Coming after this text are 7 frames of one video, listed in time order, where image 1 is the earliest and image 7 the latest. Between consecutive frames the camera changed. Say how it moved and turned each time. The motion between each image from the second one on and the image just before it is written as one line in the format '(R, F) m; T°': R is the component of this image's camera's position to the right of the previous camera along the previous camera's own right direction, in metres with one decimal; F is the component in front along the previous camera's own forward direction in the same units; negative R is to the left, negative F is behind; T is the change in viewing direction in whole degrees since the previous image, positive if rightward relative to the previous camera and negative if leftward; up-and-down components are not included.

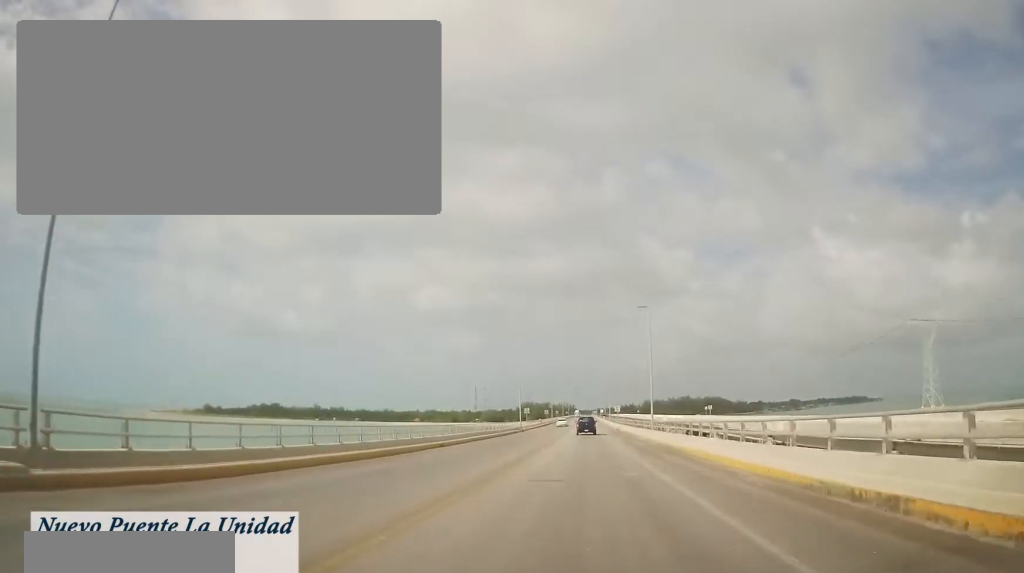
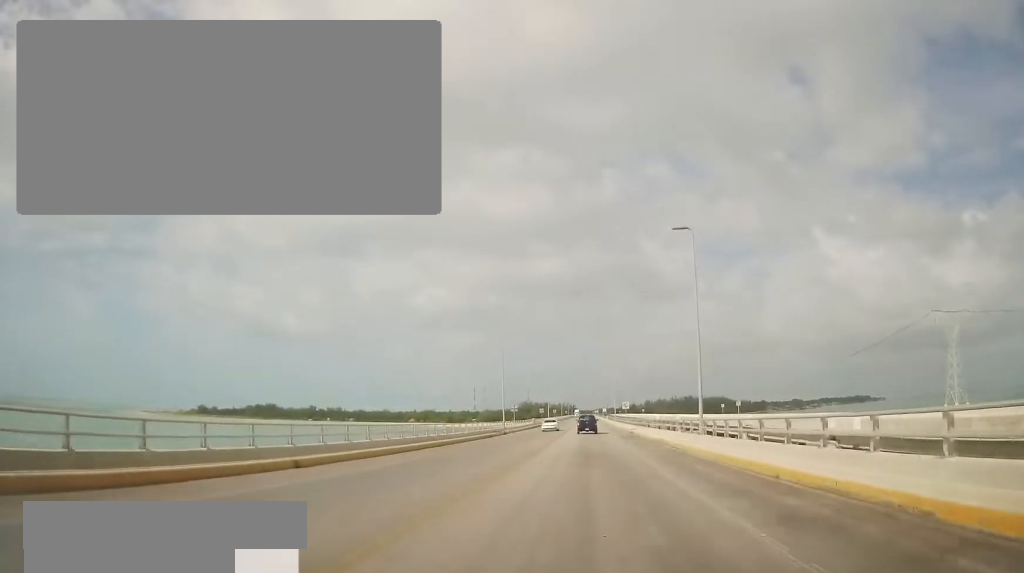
(+0.9, +18.9) m; +2°
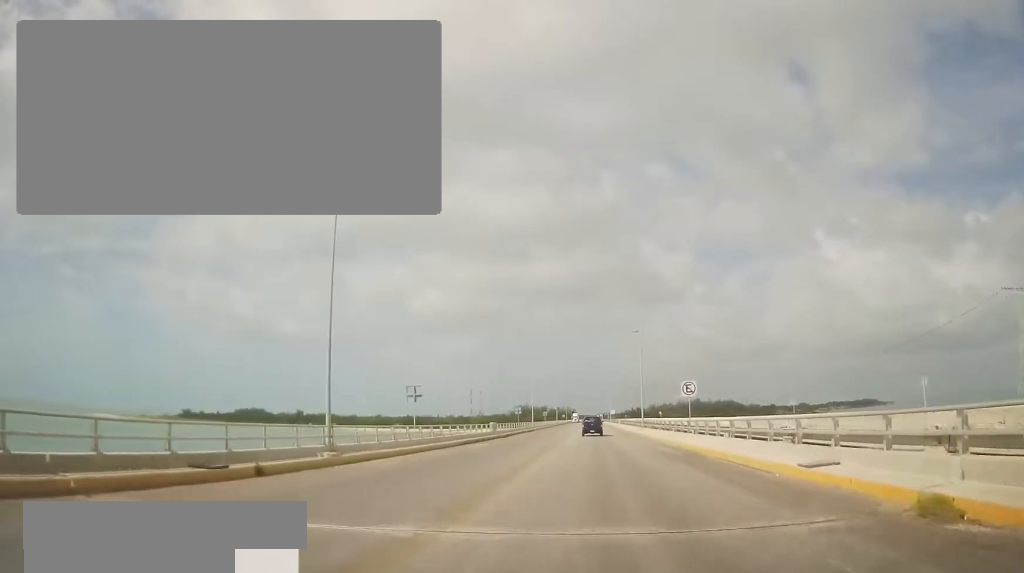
(-0.6, +48.2) m; -1°
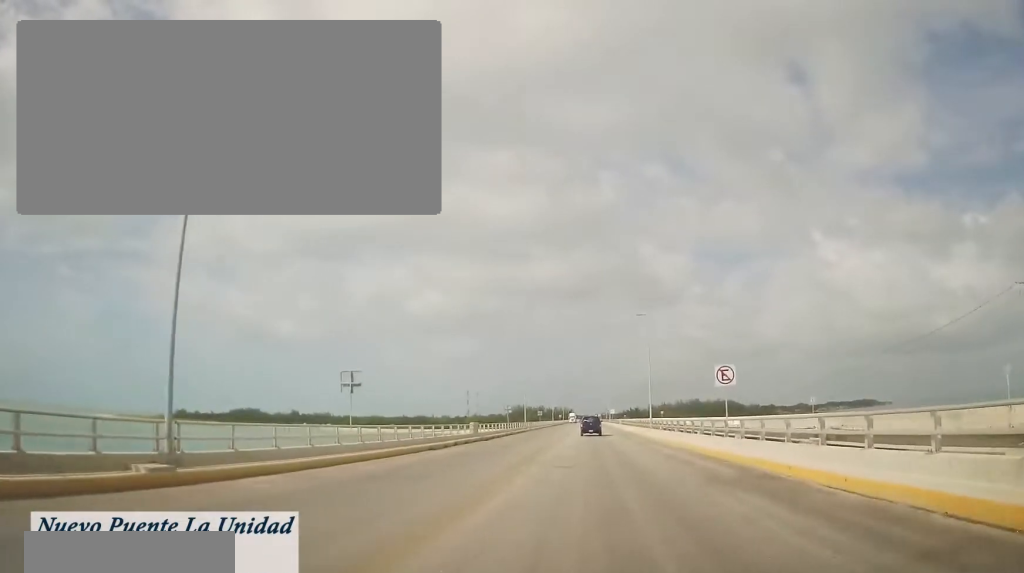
(0.0, +9.0) m; 0°
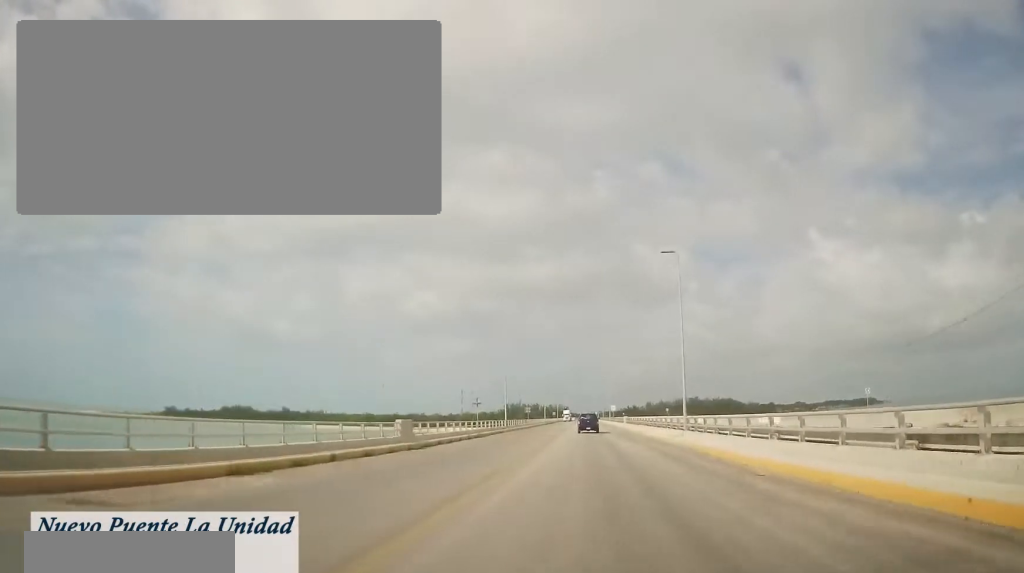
(0.0, +18.5) m; -1°
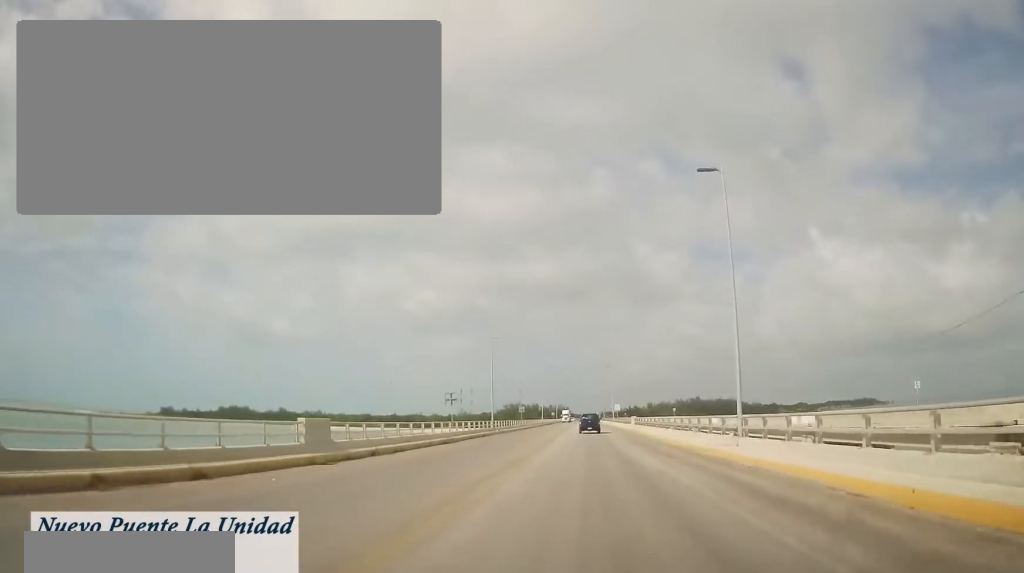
(+0.1, +11.1) m; -1°
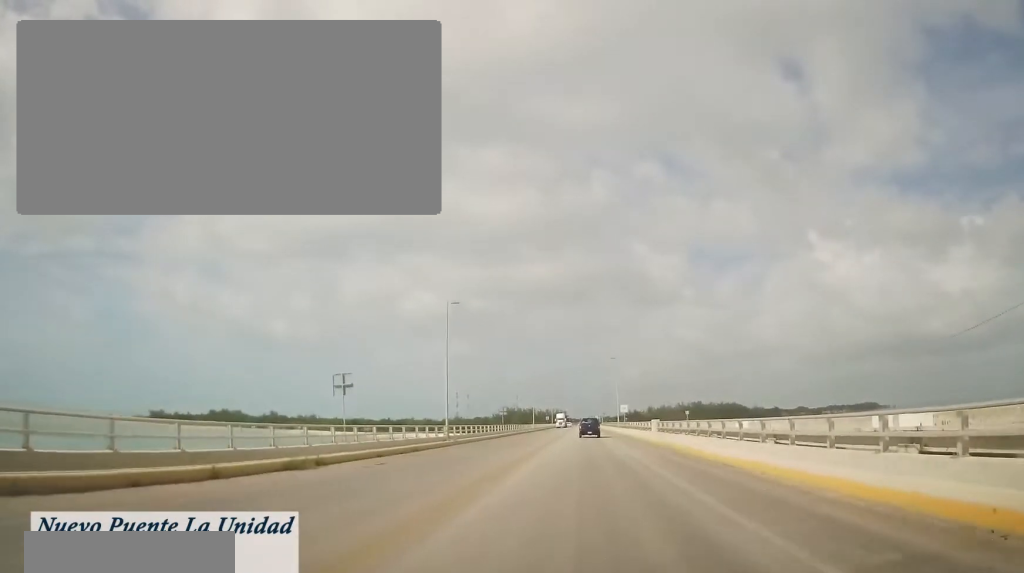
(-0.2, +20.3) m; +2°
